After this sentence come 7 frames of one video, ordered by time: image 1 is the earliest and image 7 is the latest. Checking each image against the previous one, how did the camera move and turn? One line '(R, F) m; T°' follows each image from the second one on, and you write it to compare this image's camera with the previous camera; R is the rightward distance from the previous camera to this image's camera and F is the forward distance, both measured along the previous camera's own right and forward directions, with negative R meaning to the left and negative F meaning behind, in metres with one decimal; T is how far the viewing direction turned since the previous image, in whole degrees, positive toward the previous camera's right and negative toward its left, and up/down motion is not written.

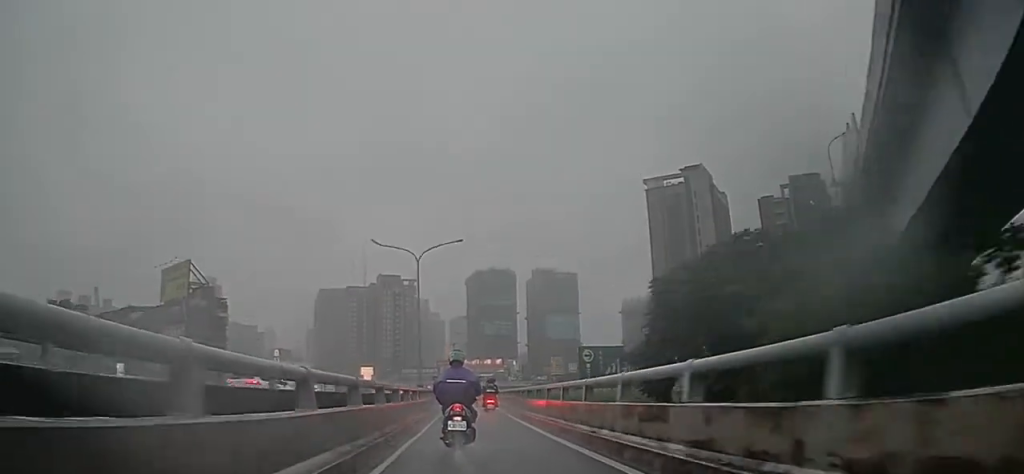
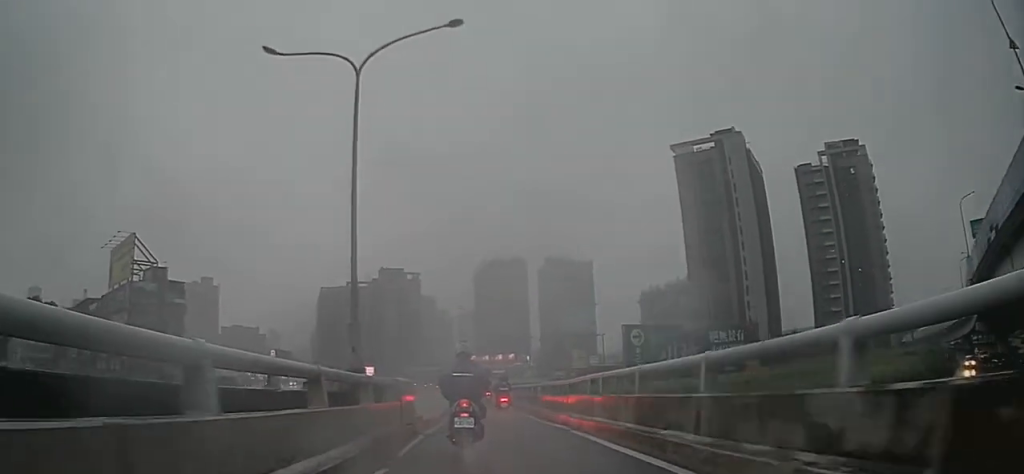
(-0.7, +19.7) m; -3°
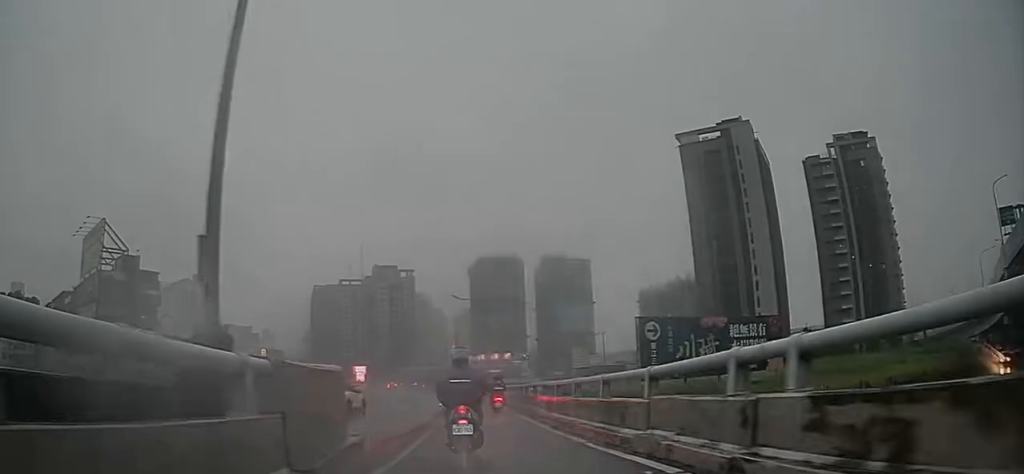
(0.0, +7.0) m; 0°
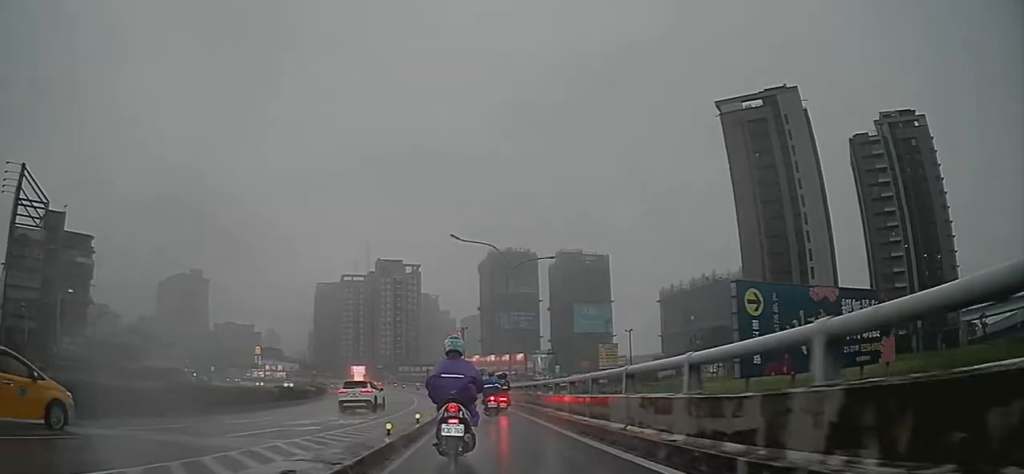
(0.0, +19.8) m; 0°
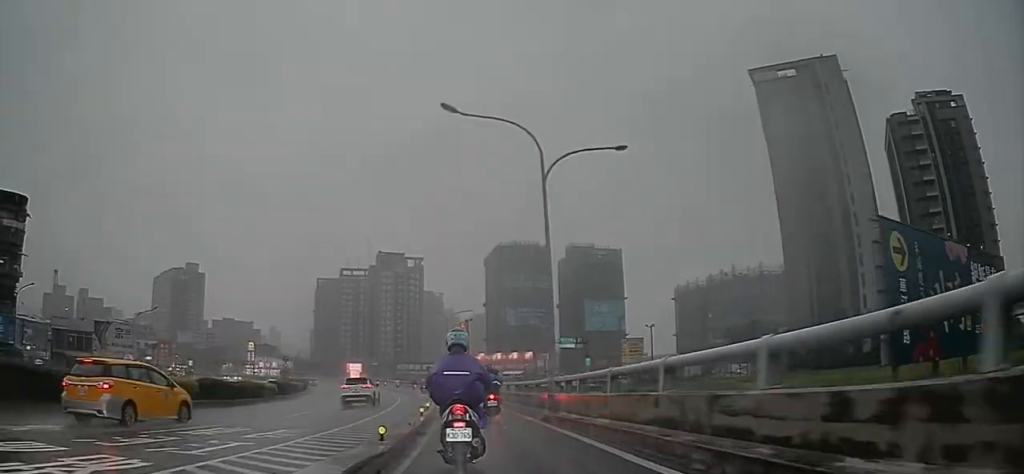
(0.0, +14.0) m; 0°
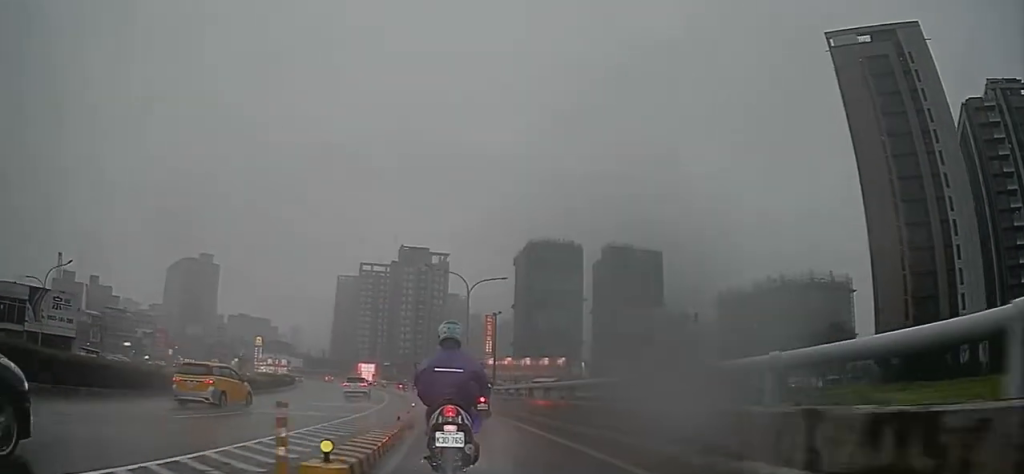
(-0.1, +18.7) m; -1°
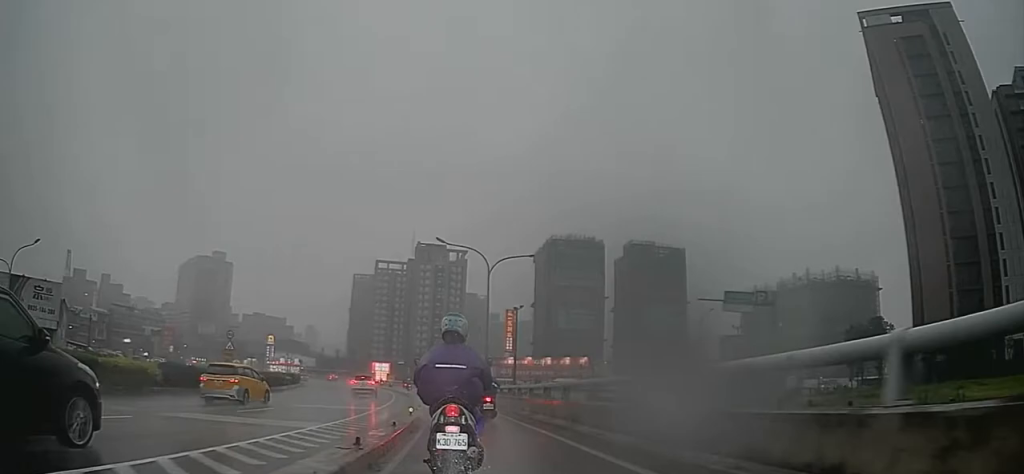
(0.0, +6.5) m; -1°
